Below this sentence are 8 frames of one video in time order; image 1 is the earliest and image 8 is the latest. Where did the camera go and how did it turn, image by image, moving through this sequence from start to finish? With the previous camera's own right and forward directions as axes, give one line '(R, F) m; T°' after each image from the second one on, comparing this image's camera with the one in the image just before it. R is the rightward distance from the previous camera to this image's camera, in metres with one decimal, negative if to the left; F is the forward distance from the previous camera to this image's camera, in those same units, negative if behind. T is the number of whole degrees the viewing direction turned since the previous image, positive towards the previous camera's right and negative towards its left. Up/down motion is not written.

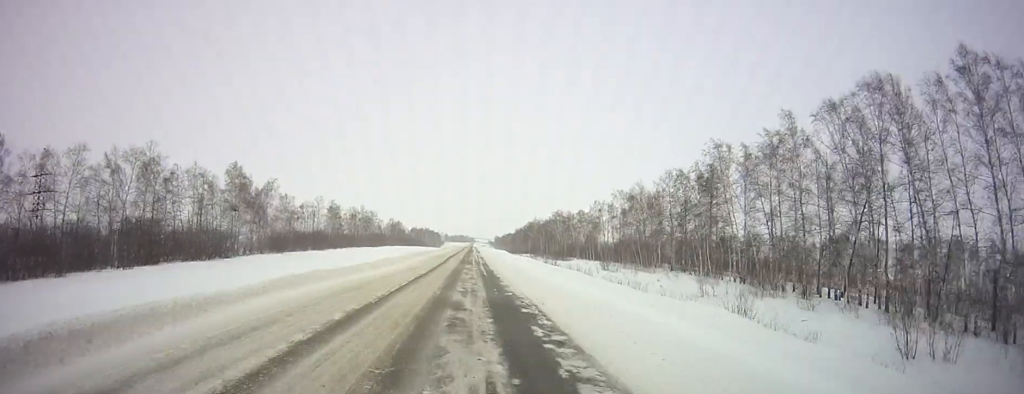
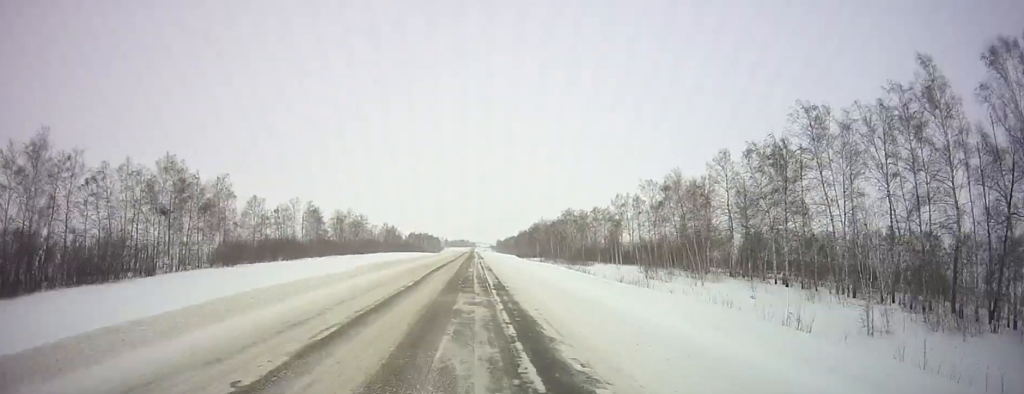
(0.0, +24.6) m; 0°
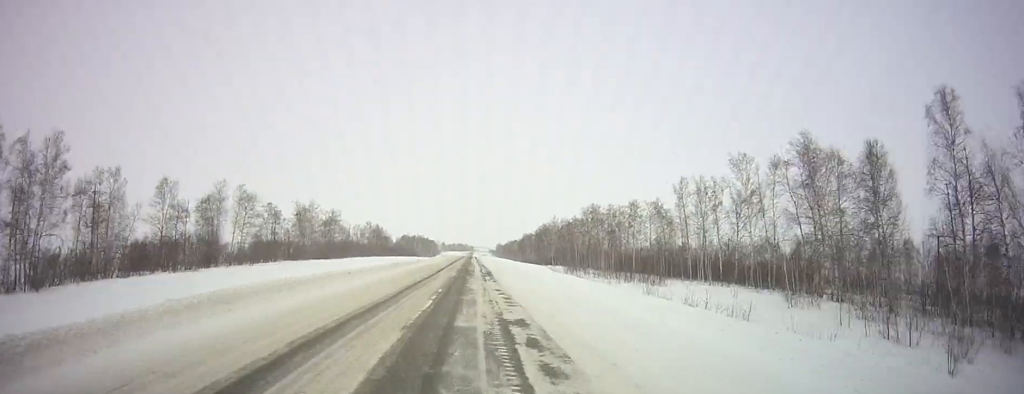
(0.0, +44.4) m; 0°
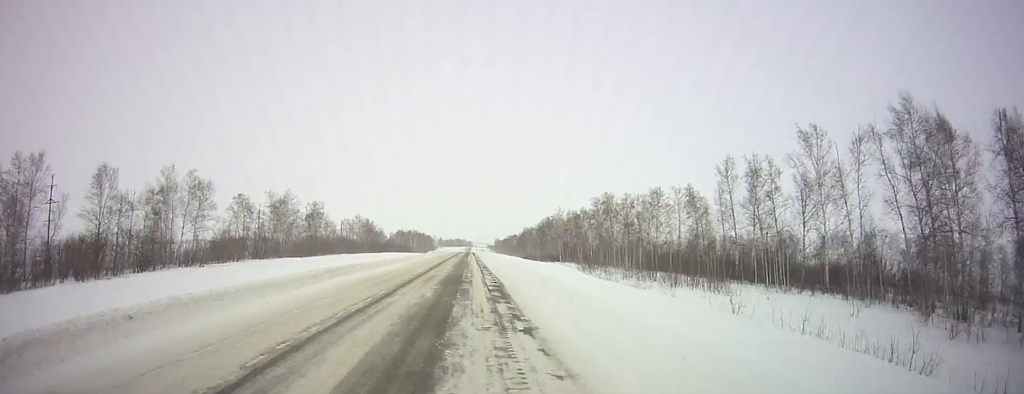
(0.0, +18.9) m; 0°
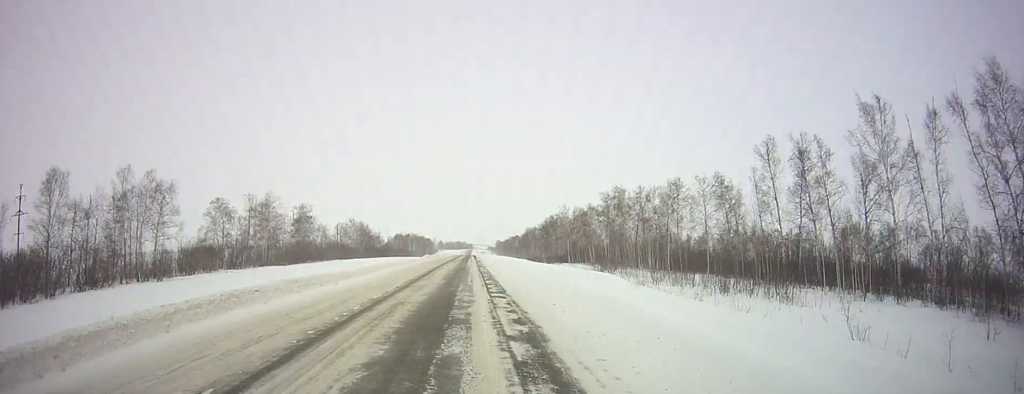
(0.0, +12.3) m; 0°
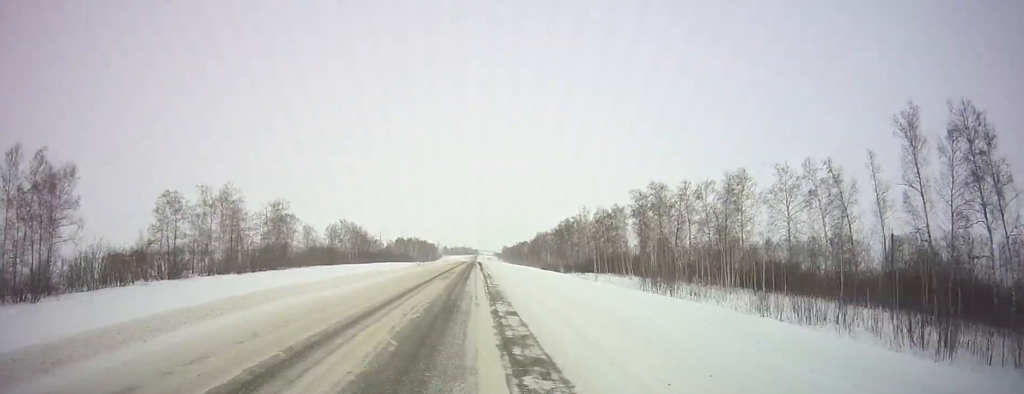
(0.0, +24.5) m; 0°
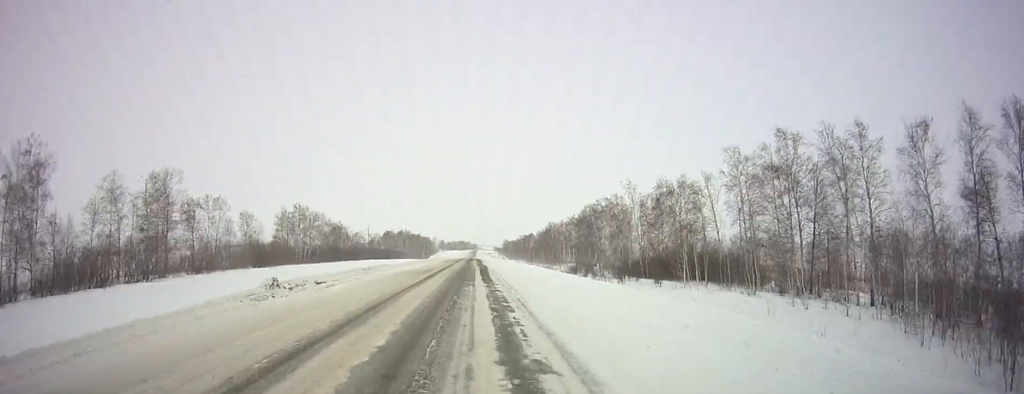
(-0.1, +50.8) m; 0°
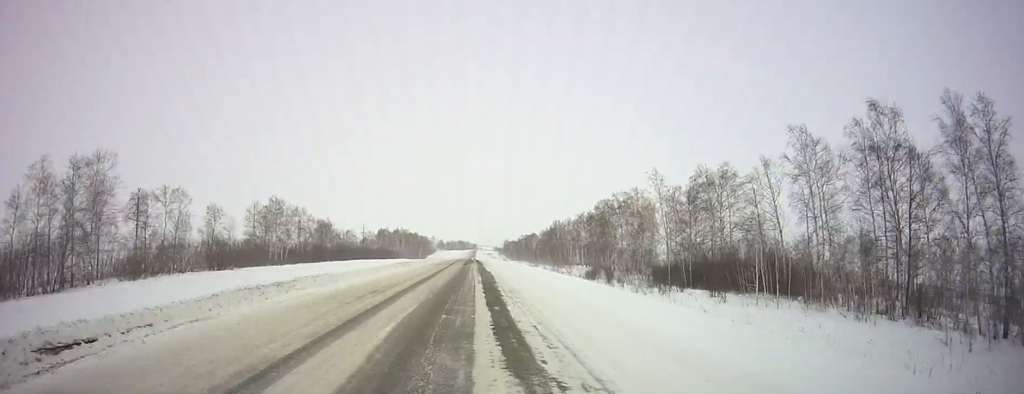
(0.0, +17.9) m; 0°
